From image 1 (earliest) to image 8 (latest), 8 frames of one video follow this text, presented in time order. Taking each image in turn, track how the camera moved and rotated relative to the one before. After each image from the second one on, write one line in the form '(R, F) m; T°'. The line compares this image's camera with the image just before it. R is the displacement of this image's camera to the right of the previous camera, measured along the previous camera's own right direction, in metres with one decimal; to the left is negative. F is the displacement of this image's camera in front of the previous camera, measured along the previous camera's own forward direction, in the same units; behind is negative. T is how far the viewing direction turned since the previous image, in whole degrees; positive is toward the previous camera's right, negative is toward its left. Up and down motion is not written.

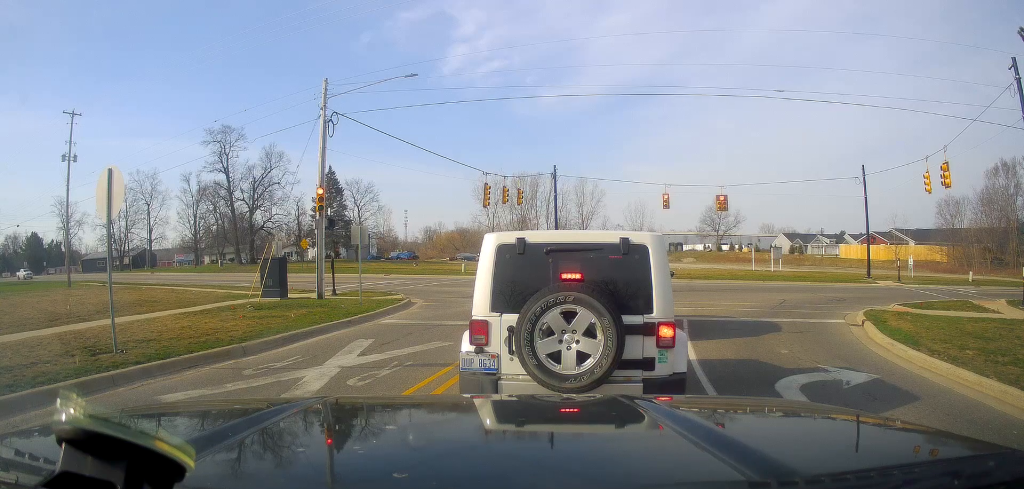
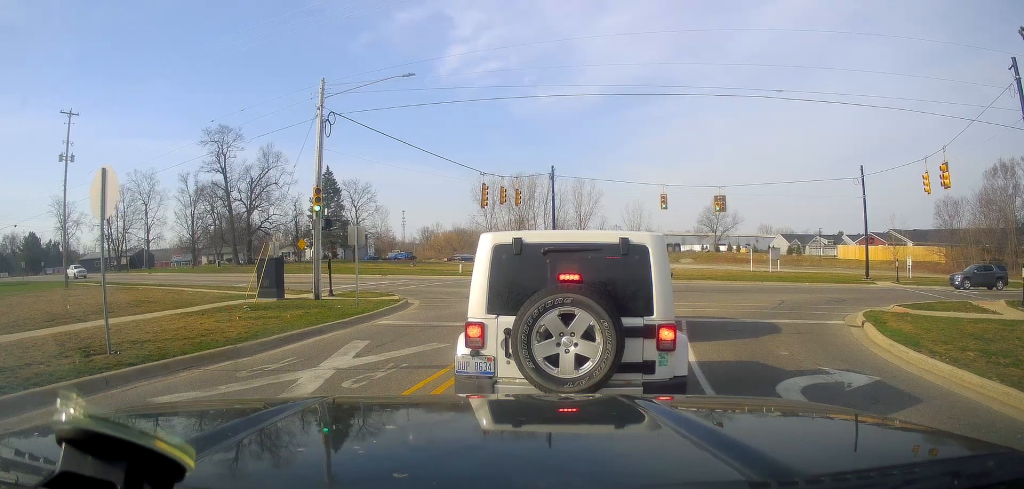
(+0.1, +0.2) m; 0°
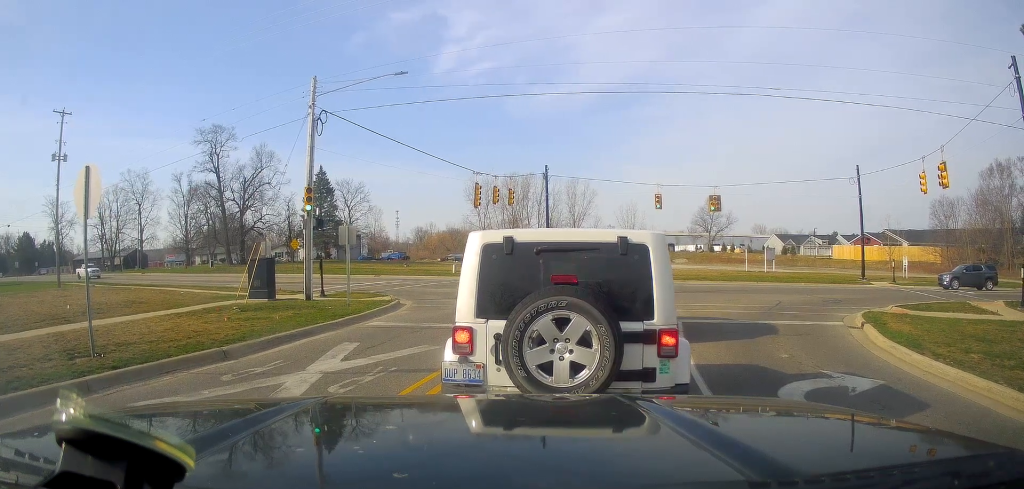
(0.0, 0.0) m; 0°
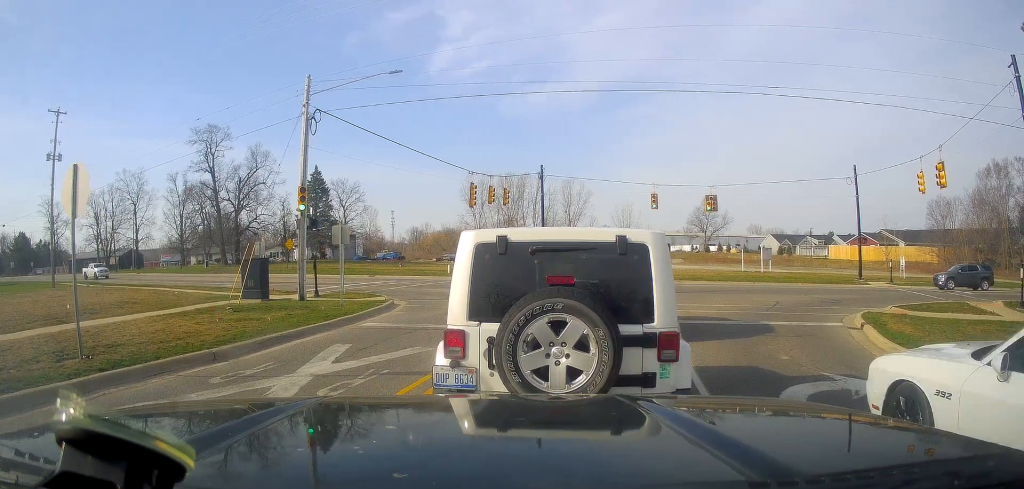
(0.0, 0.0) m; 0°
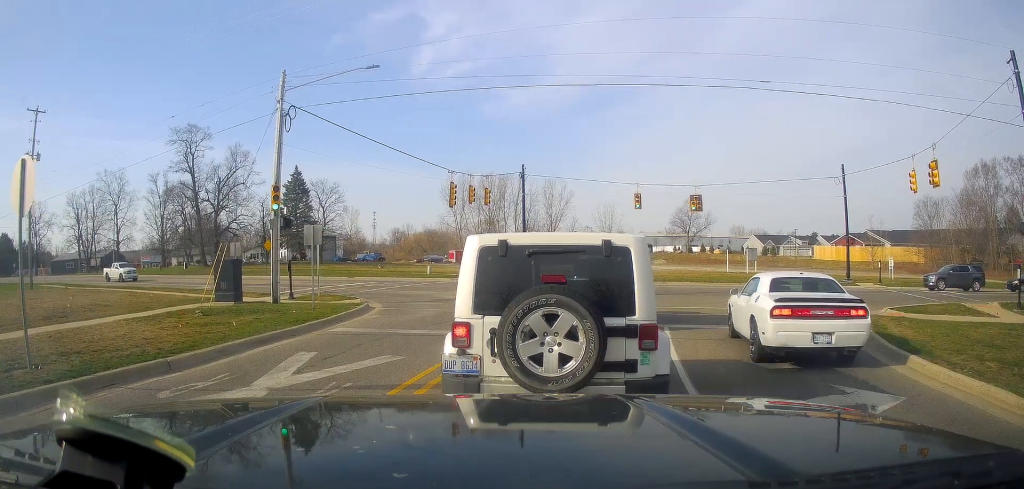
(+0.3, +0.7) m; 0°
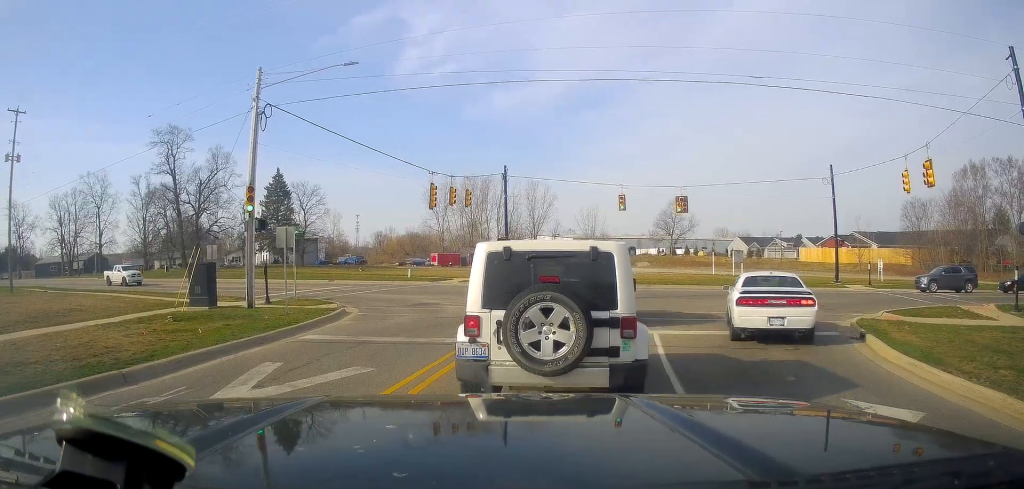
(+0.2, +0.4) m; 0°
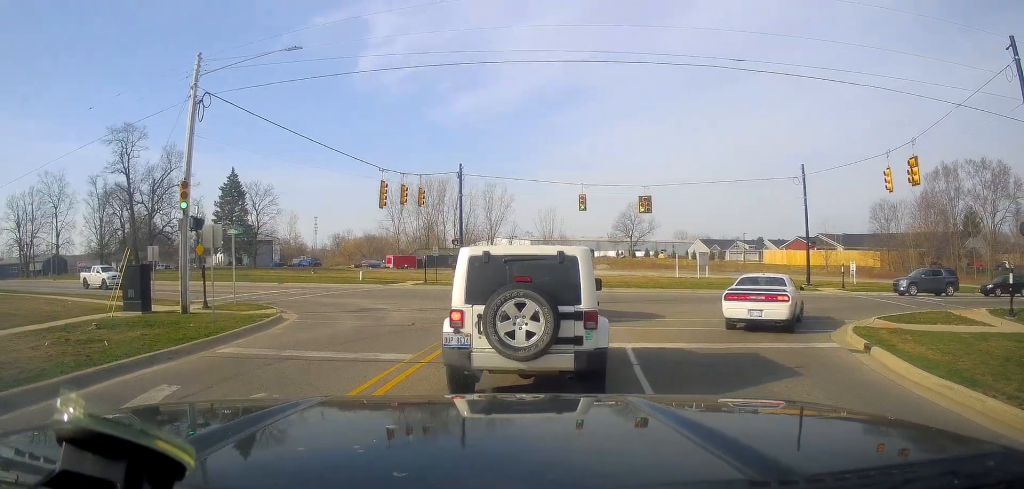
(+0.2, +1.0) m; 0°
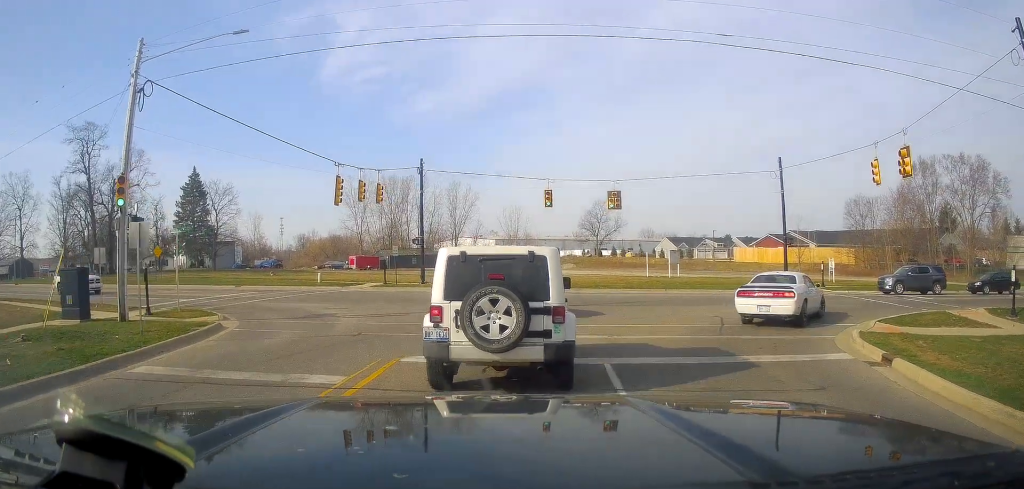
(0.0, +1.2) m; 0°
